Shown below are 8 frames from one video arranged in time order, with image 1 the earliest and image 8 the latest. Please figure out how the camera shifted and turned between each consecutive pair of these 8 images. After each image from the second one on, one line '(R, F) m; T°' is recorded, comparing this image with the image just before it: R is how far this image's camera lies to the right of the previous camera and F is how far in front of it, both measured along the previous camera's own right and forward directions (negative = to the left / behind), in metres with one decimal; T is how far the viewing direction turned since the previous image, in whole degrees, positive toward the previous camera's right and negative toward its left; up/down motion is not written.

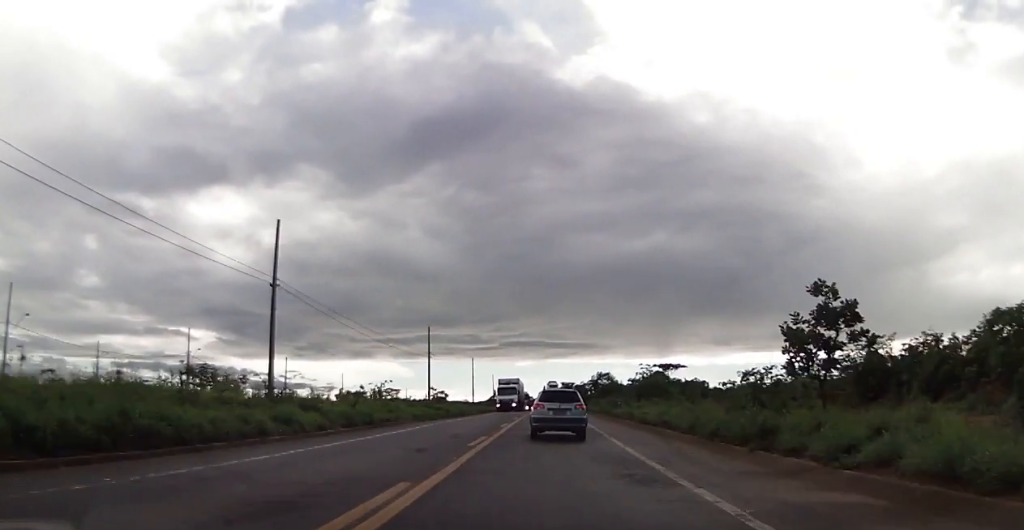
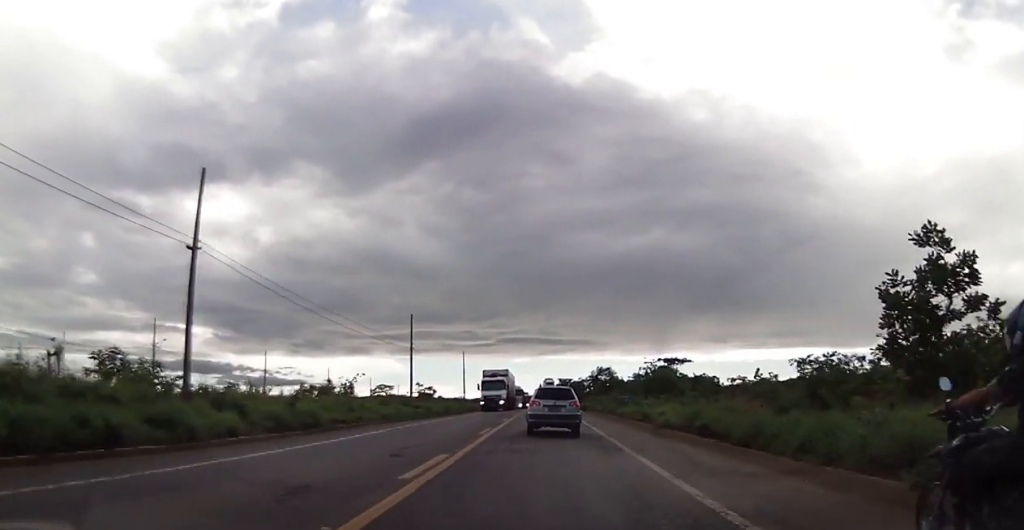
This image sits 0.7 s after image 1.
(+0.3, +7.4) m; 0°
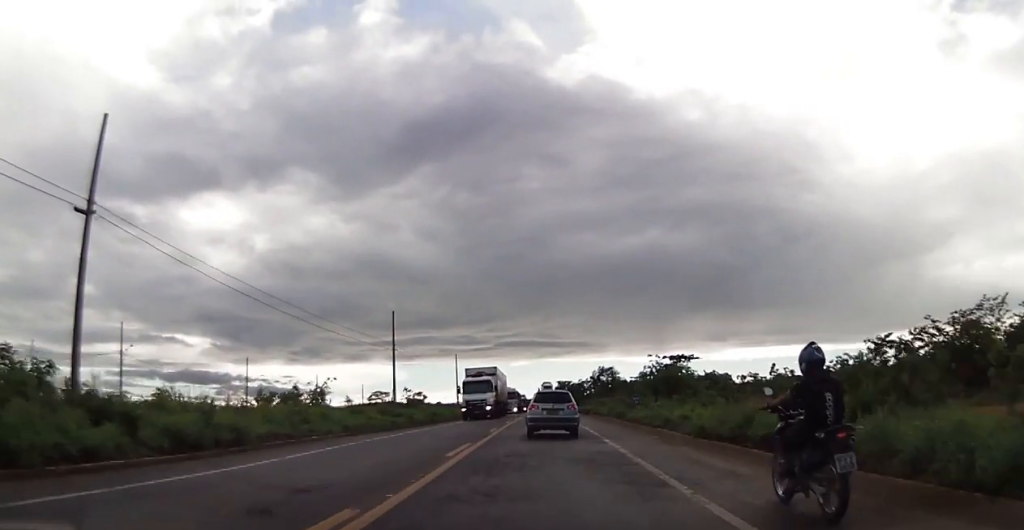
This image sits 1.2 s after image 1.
(-0.3, +6.4) m; 0°
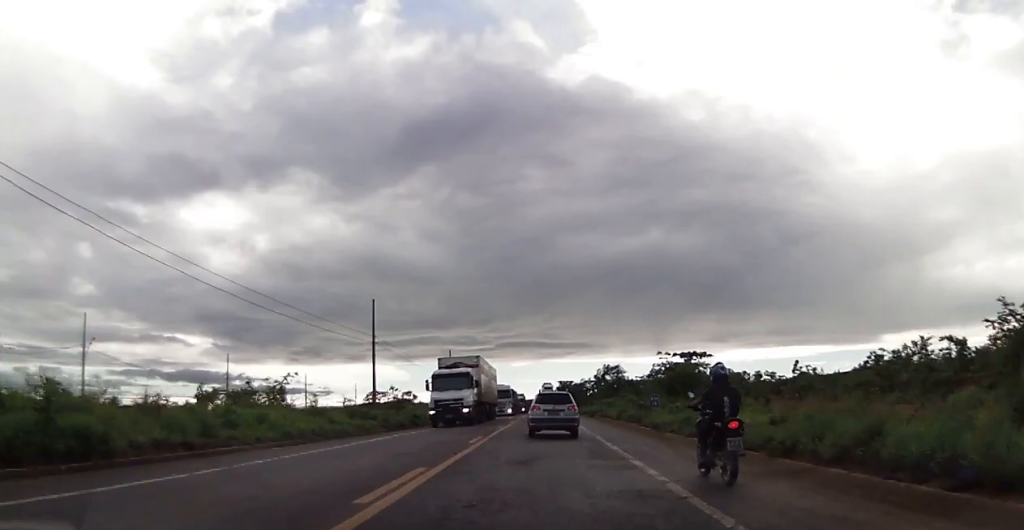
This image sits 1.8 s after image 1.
(-0.1, +6.9) m; 0°
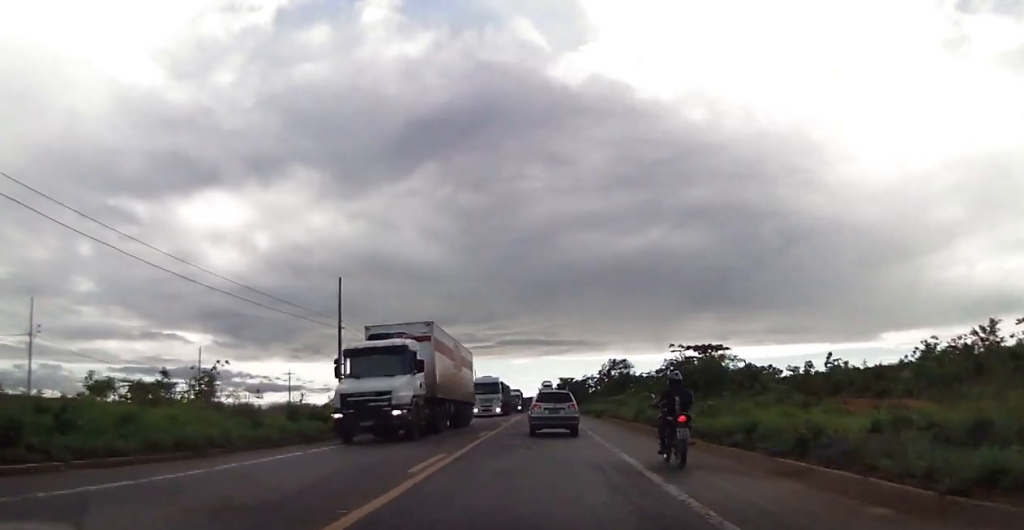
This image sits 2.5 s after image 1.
(+0.2, +8.3) m; +1°
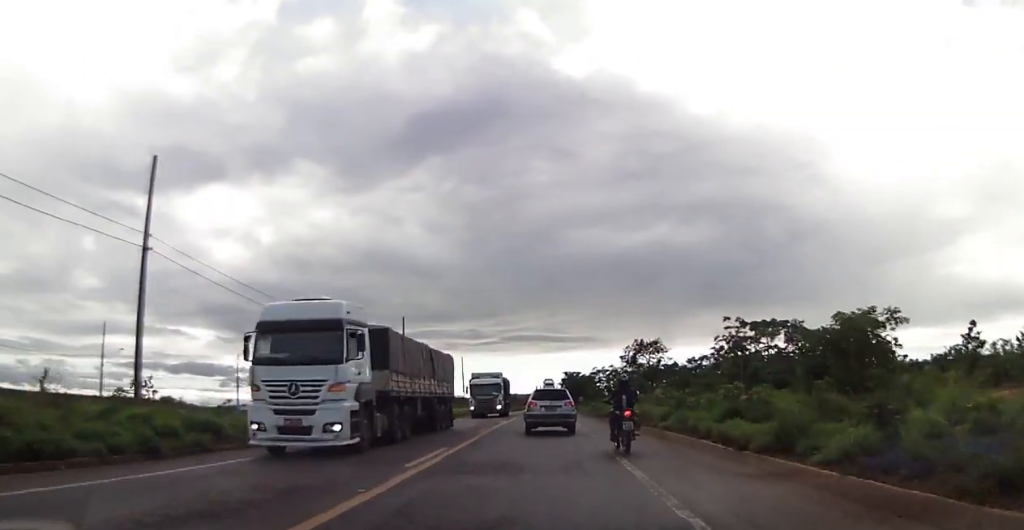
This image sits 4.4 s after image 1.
(+0.1, +21.8) m; -1°
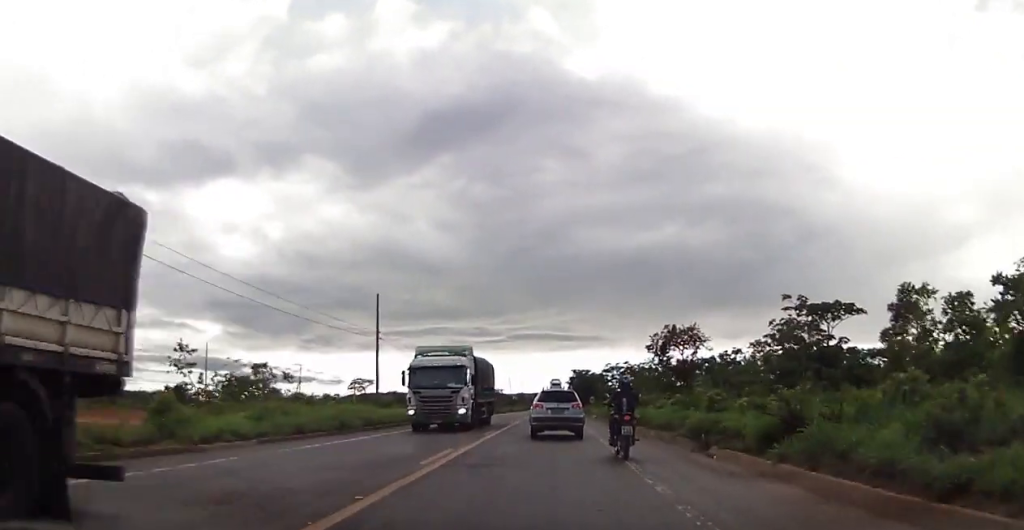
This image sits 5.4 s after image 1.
(-0.3, +11.5) m; 0°
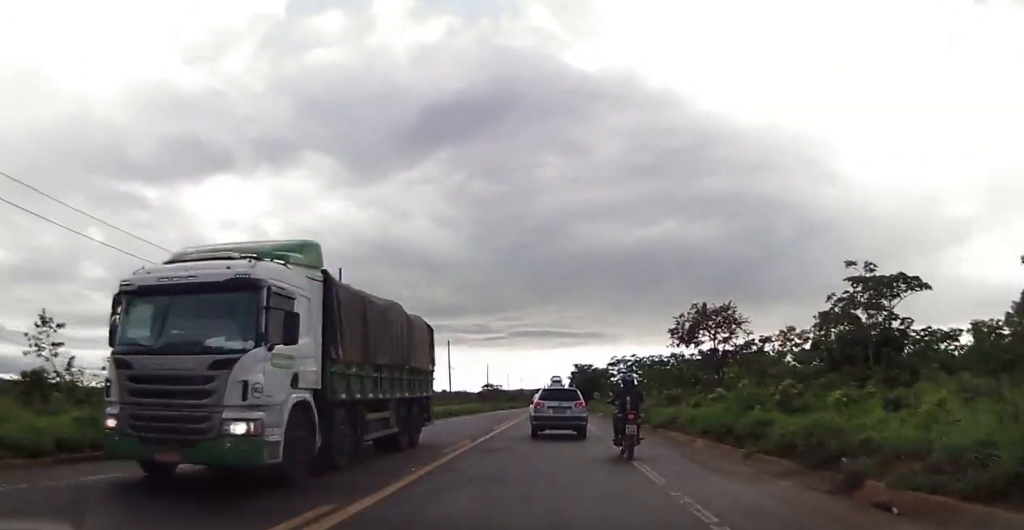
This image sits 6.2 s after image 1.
(+0.2, +8.9) m; 0°
